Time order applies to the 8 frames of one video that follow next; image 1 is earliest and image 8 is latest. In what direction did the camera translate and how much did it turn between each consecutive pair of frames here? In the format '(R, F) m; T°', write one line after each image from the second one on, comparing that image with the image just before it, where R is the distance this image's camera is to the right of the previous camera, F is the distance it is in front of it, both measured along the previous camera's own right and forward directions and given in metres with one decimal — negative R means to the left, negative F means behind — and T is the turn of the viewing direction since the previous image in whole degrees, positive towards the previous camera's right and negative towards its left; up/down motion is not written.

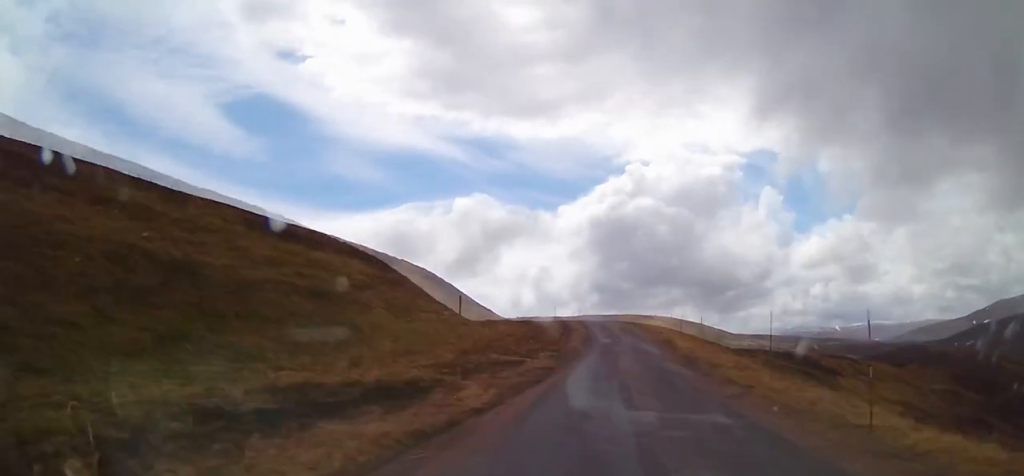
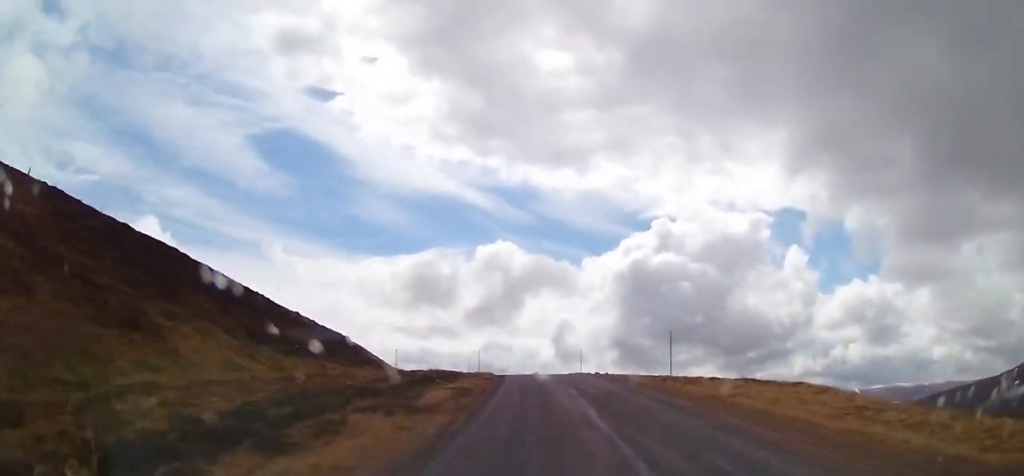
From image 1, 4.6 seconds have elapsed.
(+0.8, +80.8) m; -5°
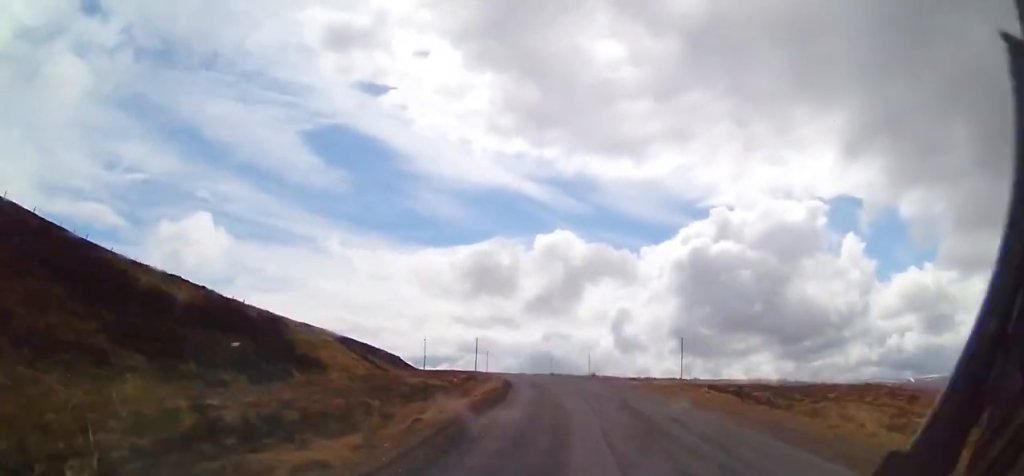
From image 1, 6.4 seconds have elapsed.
(-1.6, +29.9) m; -5°
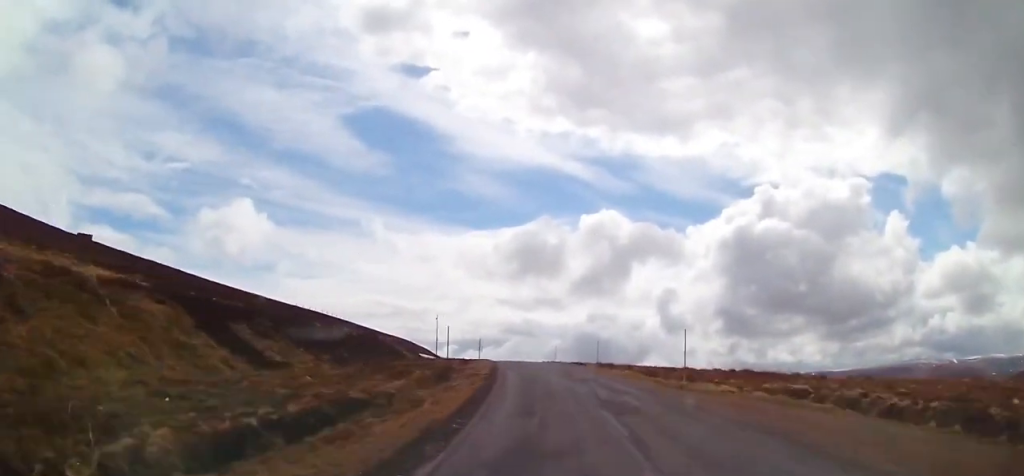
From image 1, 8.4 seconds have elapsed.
(-1.1, +30.9) m; -5°
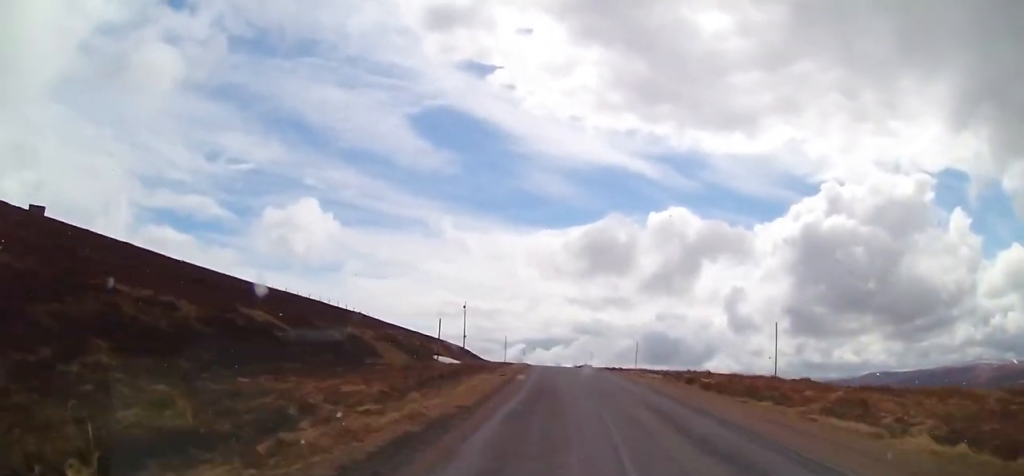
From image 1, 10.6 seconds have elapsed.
(-1.9, +32.9) m; -5°
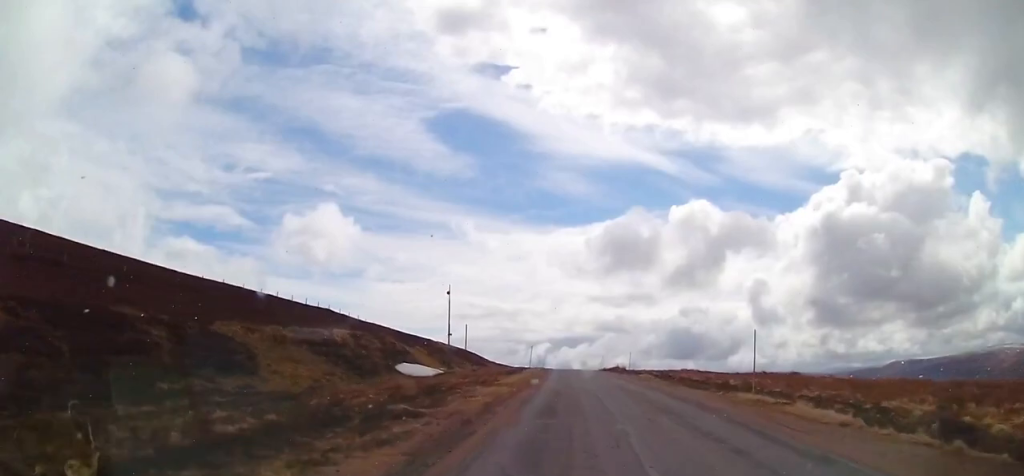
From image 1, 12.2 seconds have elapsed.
(-0.8, +23.7) m; -2°
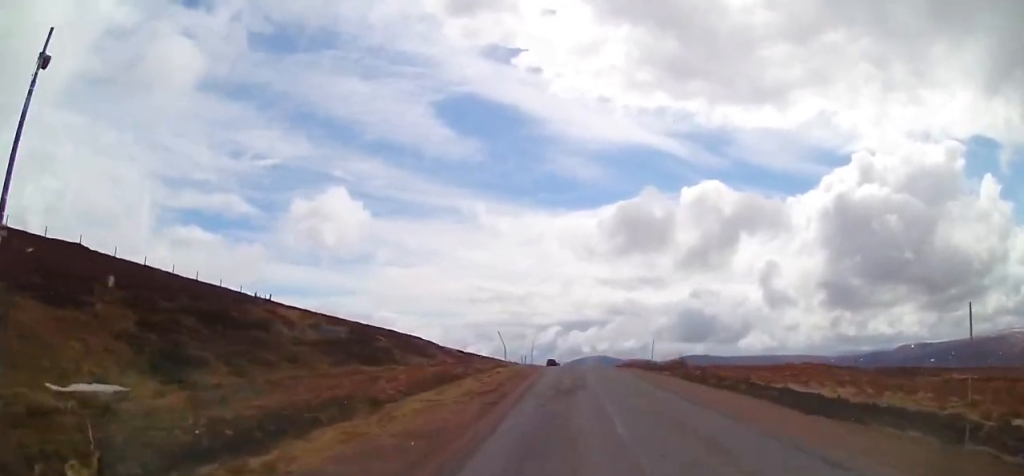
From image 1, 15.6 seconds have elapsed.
(-1.3, +48.8) m; -2°
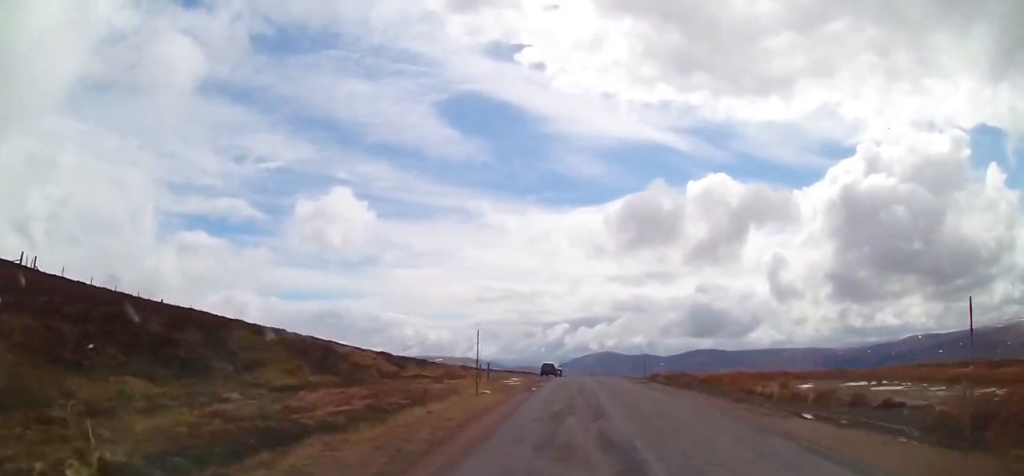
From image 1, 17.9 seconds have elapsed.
(-0.2, +33.9) m; 0°
